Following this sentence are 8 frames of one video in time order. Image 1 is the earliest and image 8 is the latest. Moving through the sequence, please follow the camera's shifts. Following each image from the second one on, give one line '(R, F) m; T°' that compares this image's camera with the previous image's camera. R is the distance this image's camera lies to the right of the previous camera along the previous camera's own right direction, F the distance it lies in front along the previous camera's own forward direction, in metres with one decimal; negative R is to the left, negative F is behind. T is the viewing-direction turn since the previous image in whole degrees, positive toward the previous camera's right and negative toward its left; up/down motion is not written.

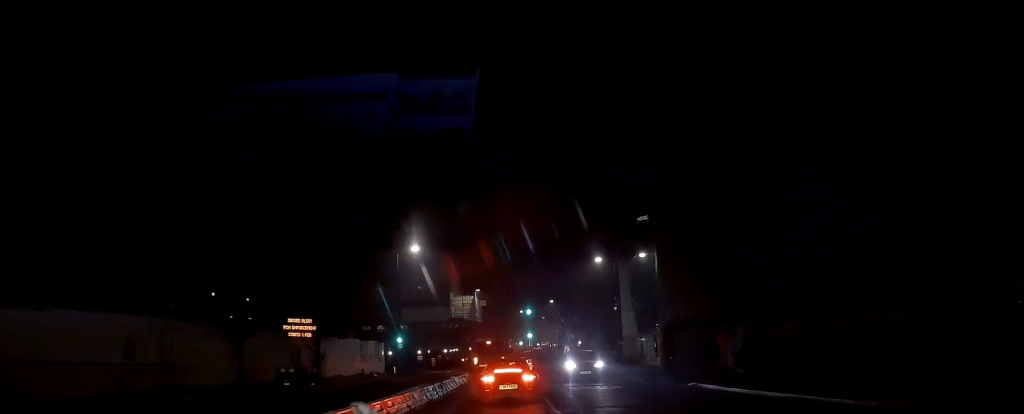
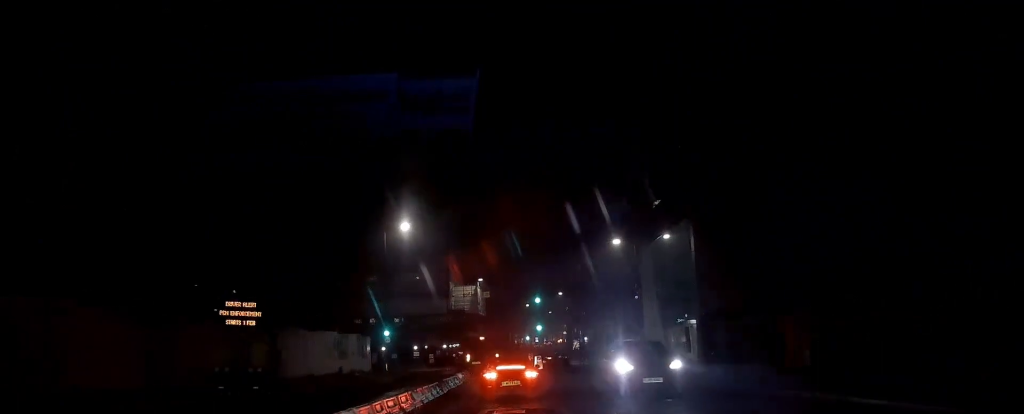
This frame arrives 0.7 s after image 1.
(0.0, +7.8) m; -1°
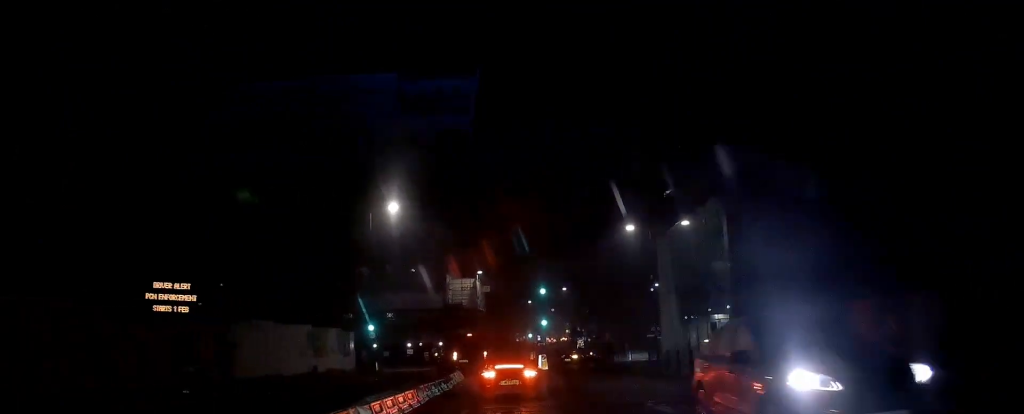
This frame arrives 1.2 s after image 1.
(+0.1, +5.6) m; -1°
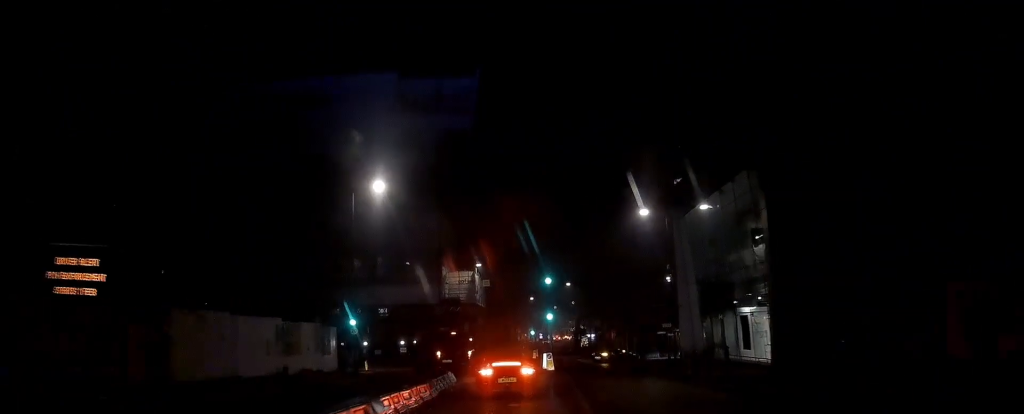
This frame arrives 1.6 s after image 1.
(-0.1, +4.9) m; -1°
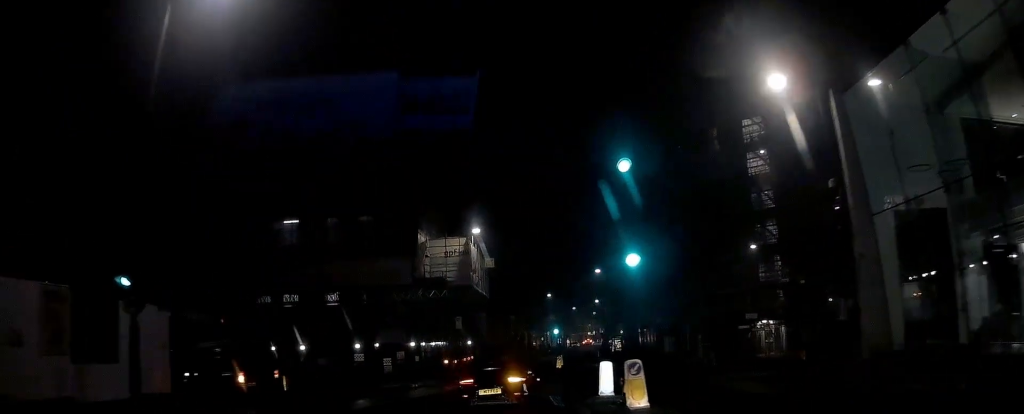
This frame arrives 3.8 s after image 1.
(-0.1, +21.6) m; 0°
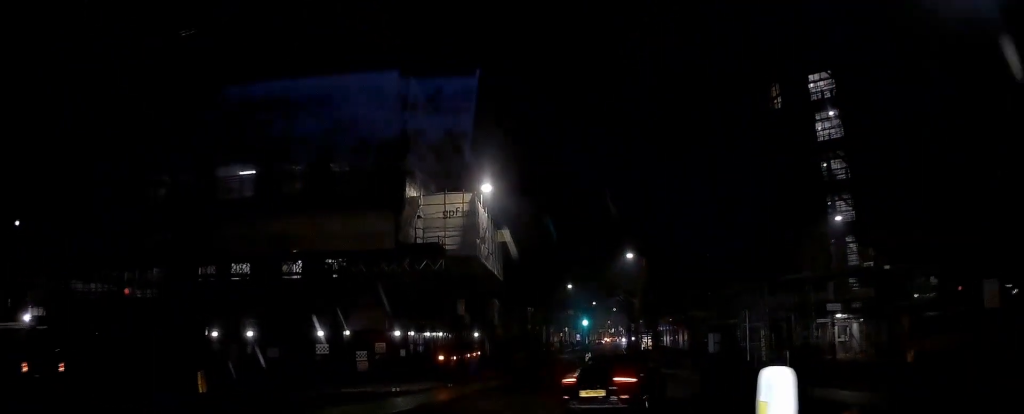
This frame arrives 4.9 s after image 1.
(0.0, +10.4) m; -1°
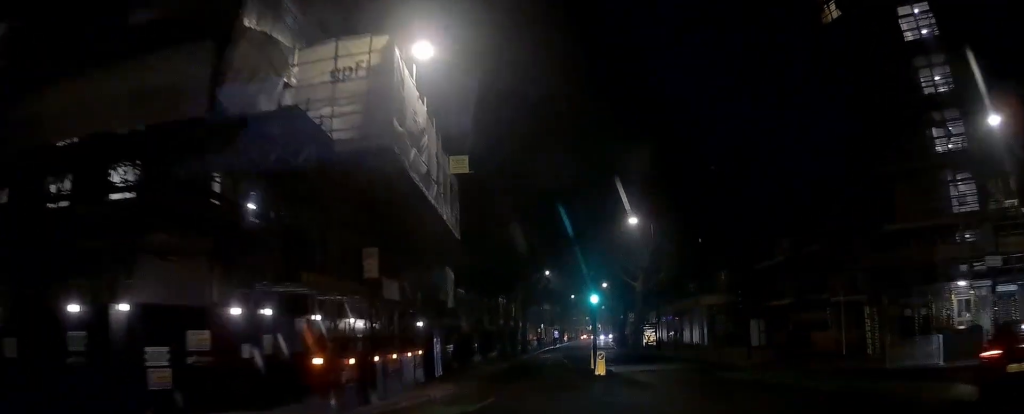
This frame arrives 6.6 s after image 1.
(-0.3, +15.6) m; 0°
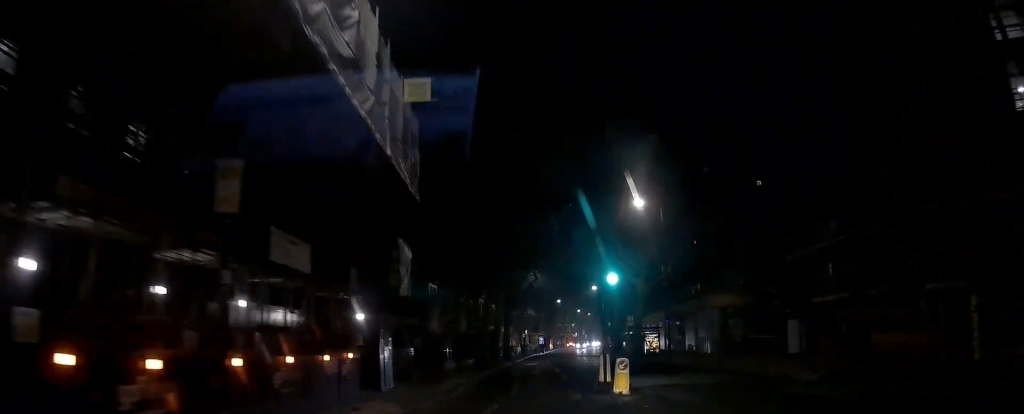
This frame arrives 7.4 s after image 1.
(+0.1, +8.0) m; +2°
